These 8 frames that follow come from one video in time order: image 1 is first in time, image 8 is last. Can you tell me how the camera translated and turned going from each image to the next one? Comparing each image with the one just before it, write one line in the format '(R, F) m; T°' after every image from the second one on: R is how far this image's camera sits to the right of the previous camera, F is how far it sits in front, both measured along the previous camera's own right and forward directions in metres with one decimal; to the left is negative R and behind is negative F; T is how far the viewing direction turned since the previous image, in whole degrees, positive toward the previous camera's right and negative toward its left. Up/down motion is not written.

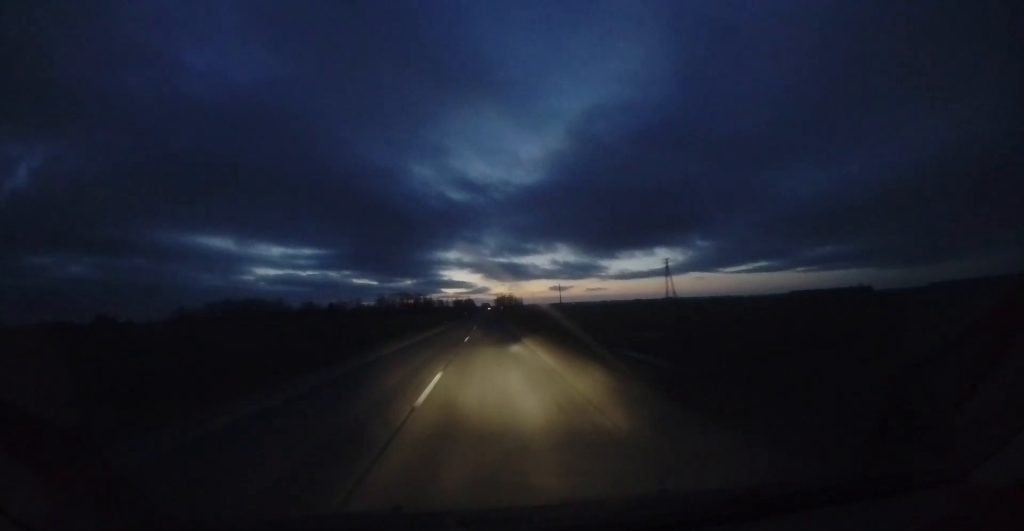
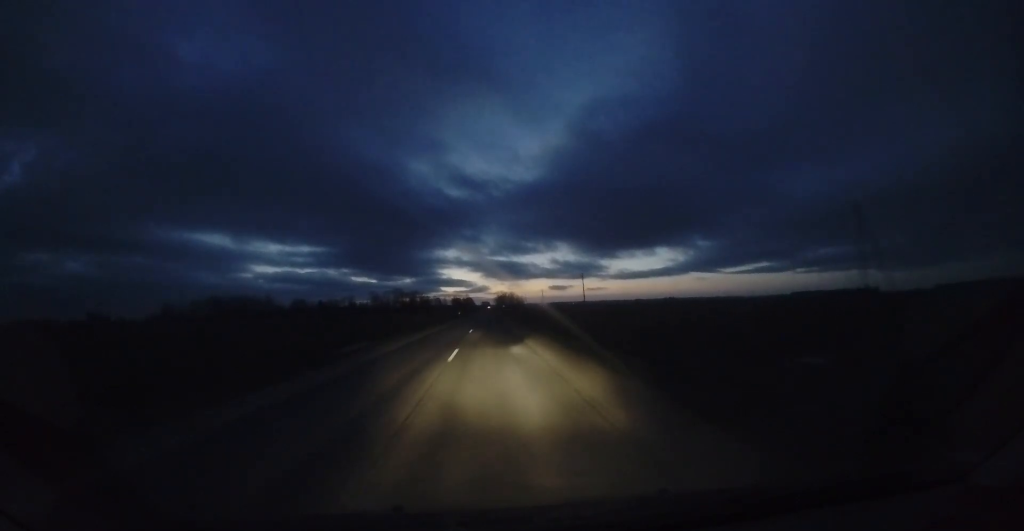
(+0.2, +19.9) m; -1°
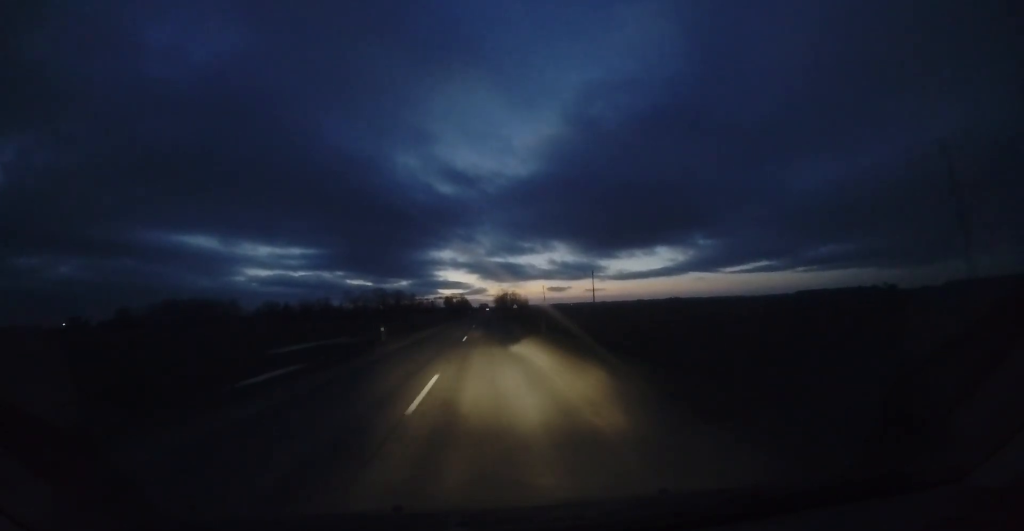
(0.0, +52.7) m; 0°
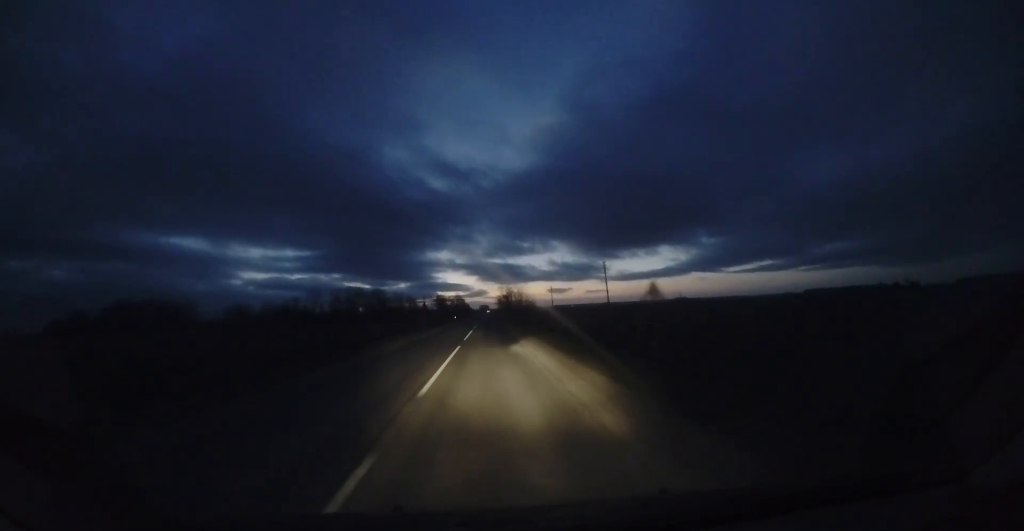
(-0.9, +52.7) m; -1°
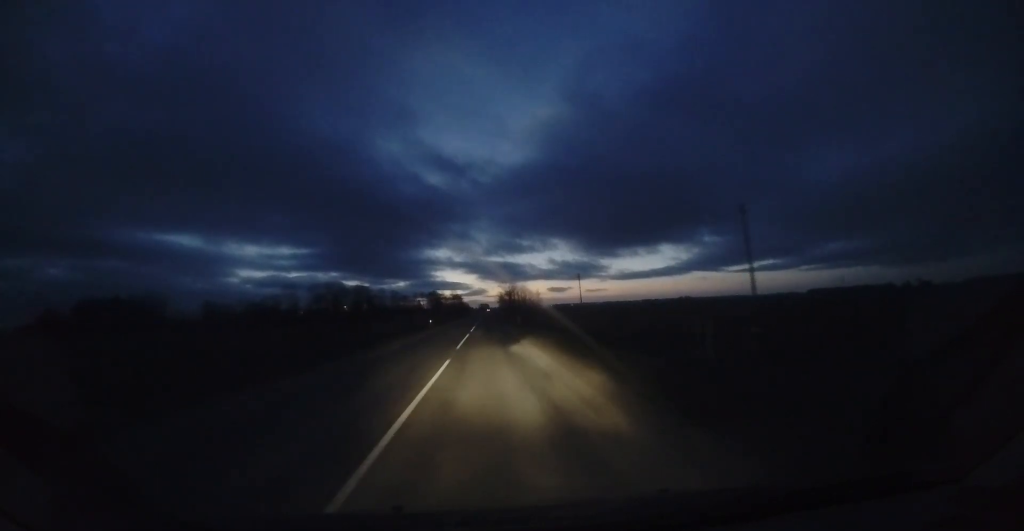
(0.0, +28.6) m; 0°
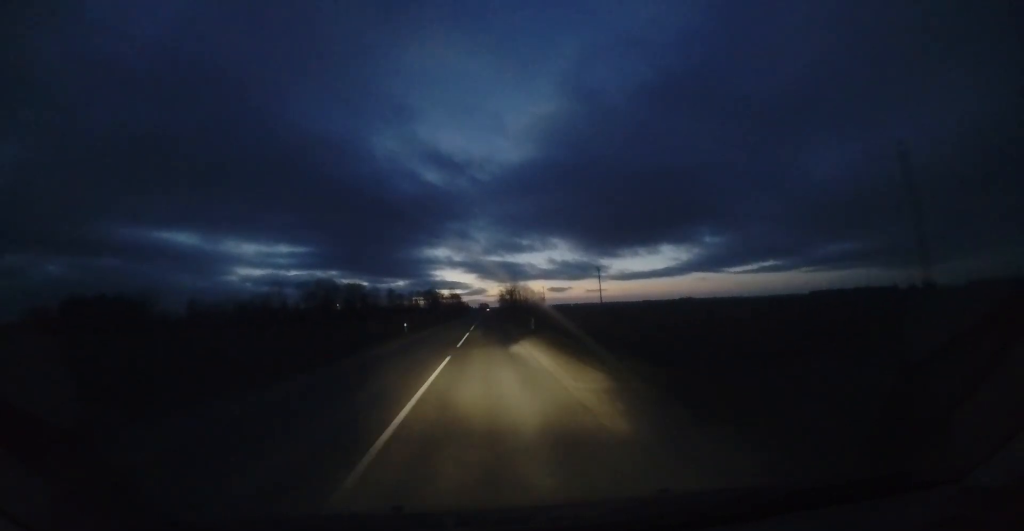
(+0.1, +11.1) m; 0°
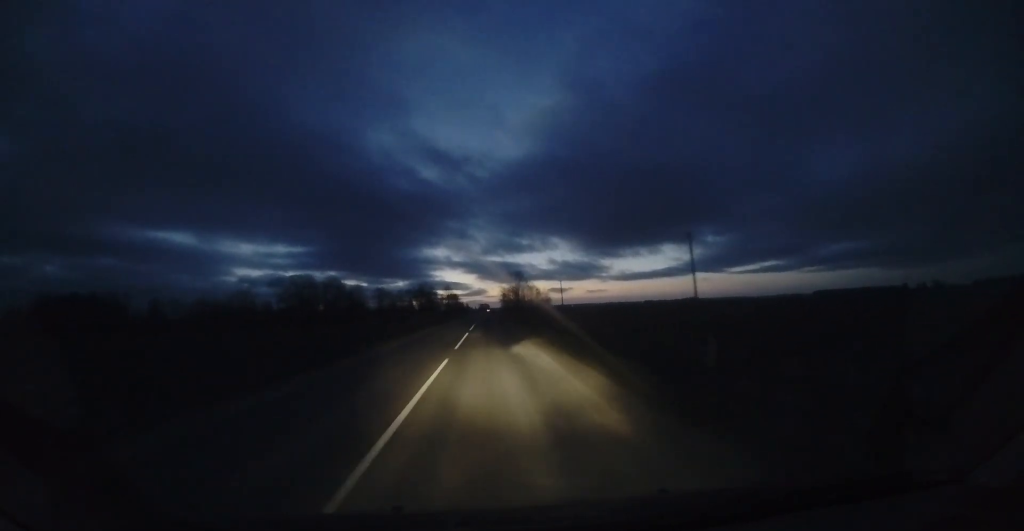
(-0.2, +24.8) m; -1°
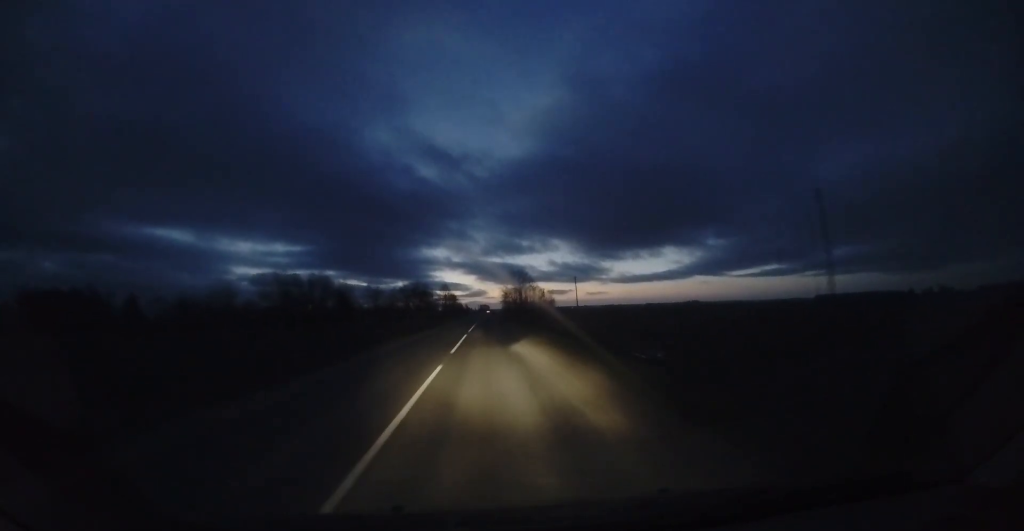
(-0.3, +13.8) m; 0°
